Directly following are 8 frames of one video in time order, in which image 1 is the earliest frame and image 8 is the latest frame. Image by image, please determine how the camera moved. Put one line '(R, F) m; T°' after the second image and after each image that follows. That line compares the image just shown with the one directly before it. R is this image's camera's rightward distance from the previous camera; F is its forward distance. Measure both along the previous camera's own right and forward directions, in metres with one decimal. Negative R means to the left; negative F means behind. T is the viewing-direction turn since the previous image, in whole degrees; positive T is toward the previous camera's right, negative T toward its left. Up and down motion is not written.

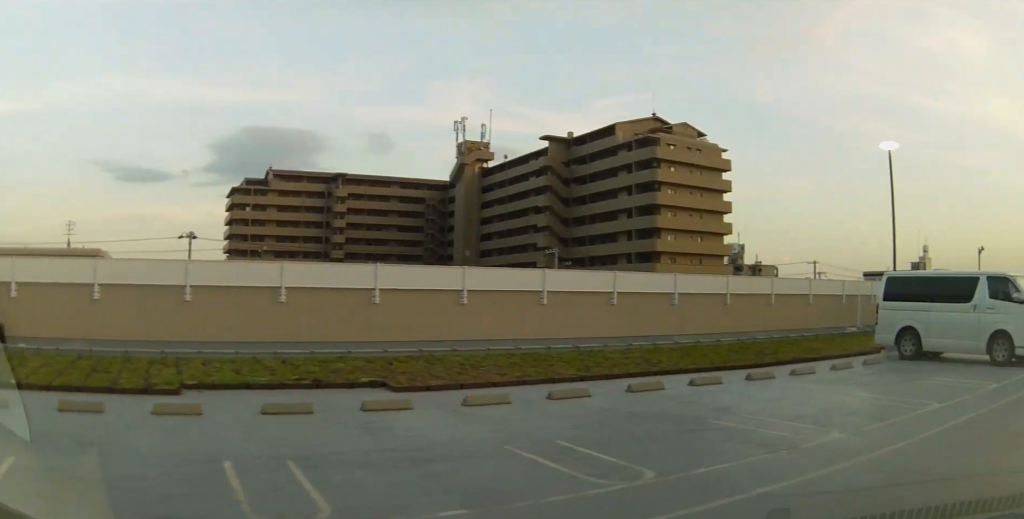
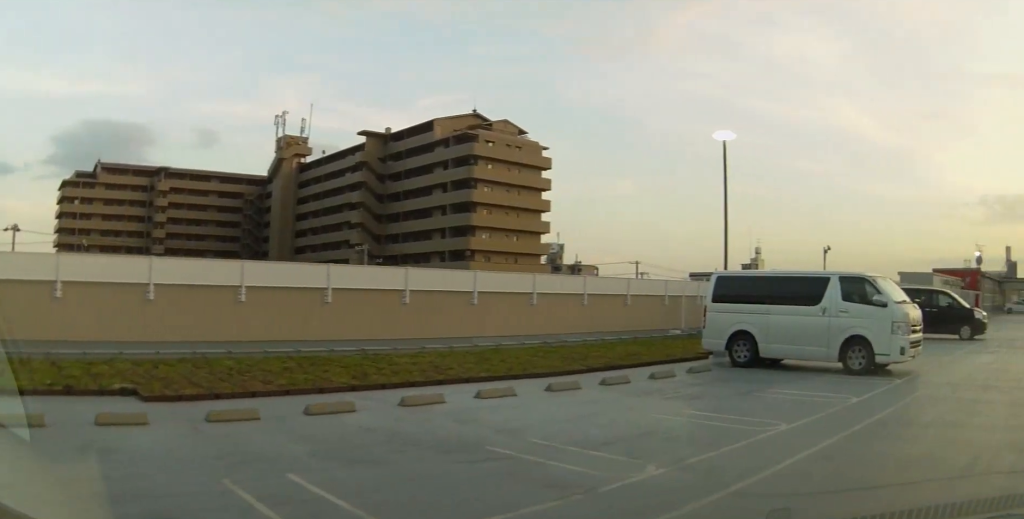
(+0.3, +1.5) m; +15°
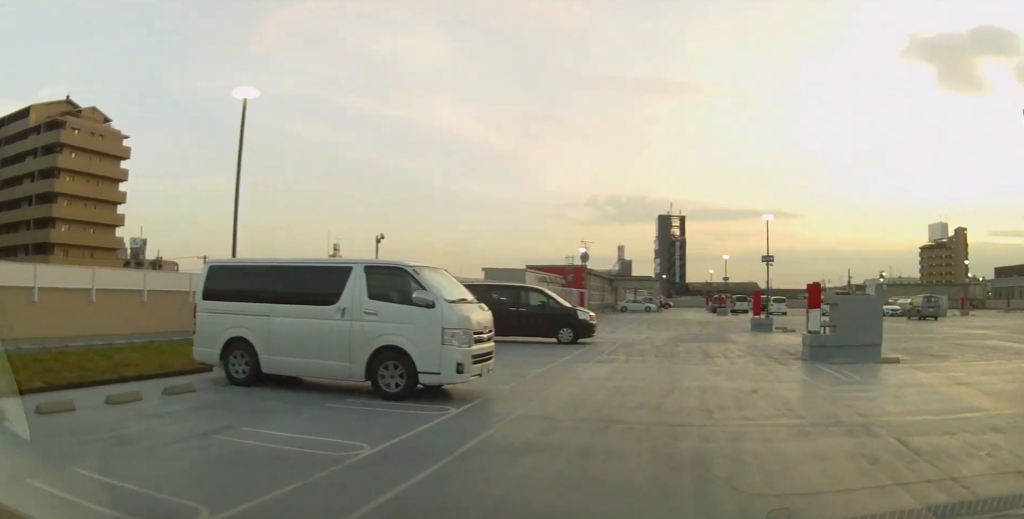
(+1.0, +3.6) m; +34°
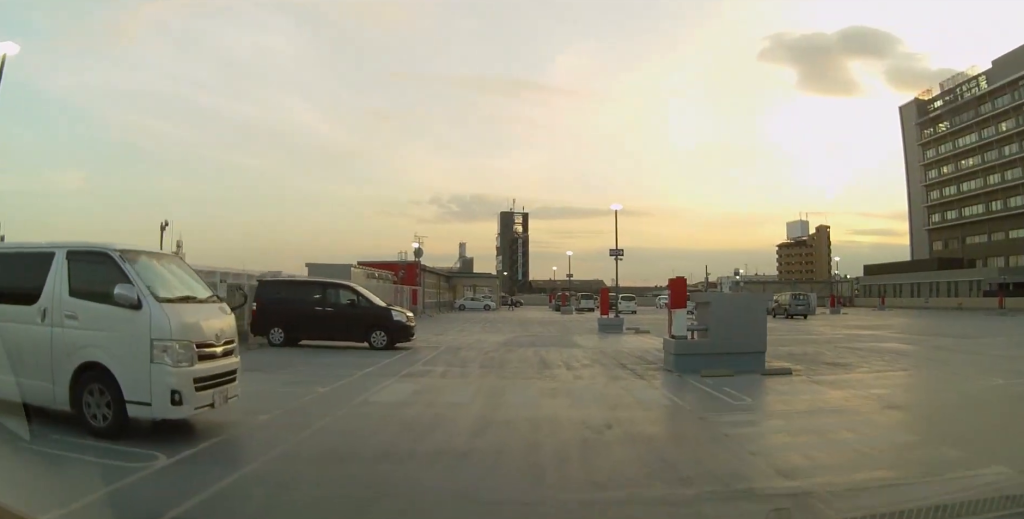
(+0.8, +3.2) m; +15°
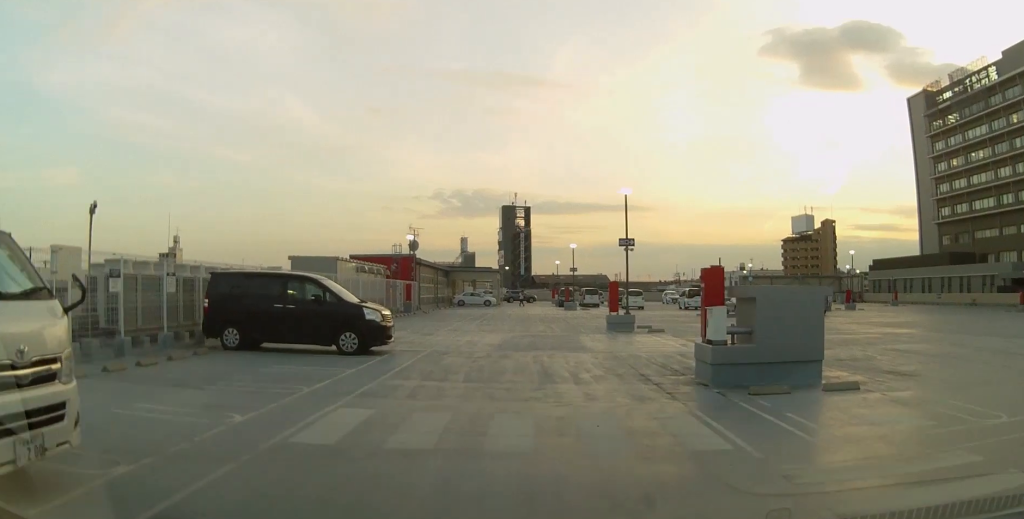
(+0.1, +3.1) m; -1°
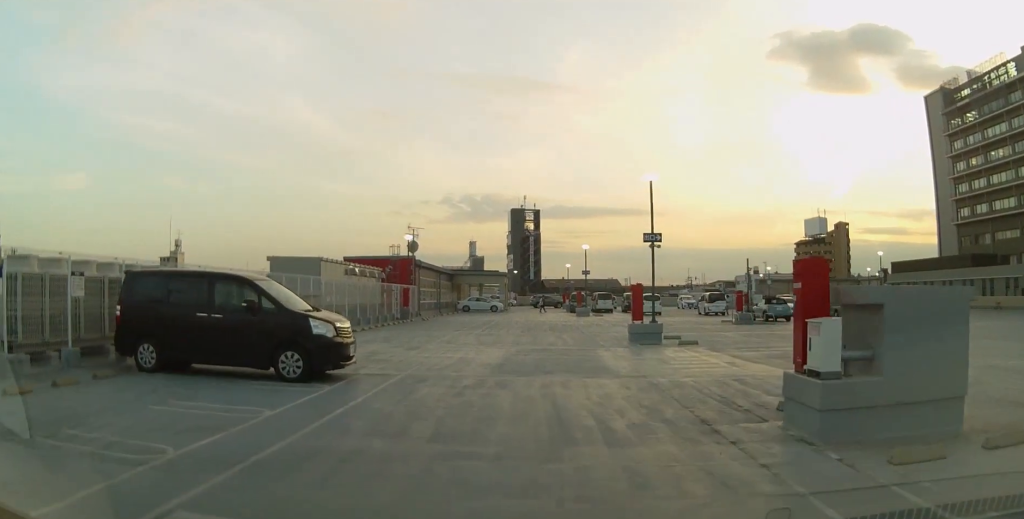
(-0.3, +4.1) m; -7°
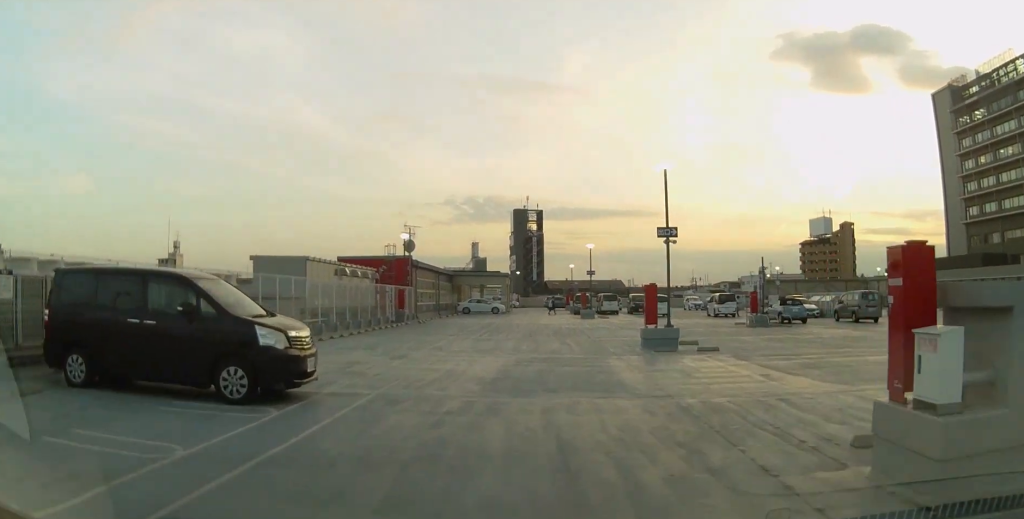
(-0.2, +2.3) m; +1°
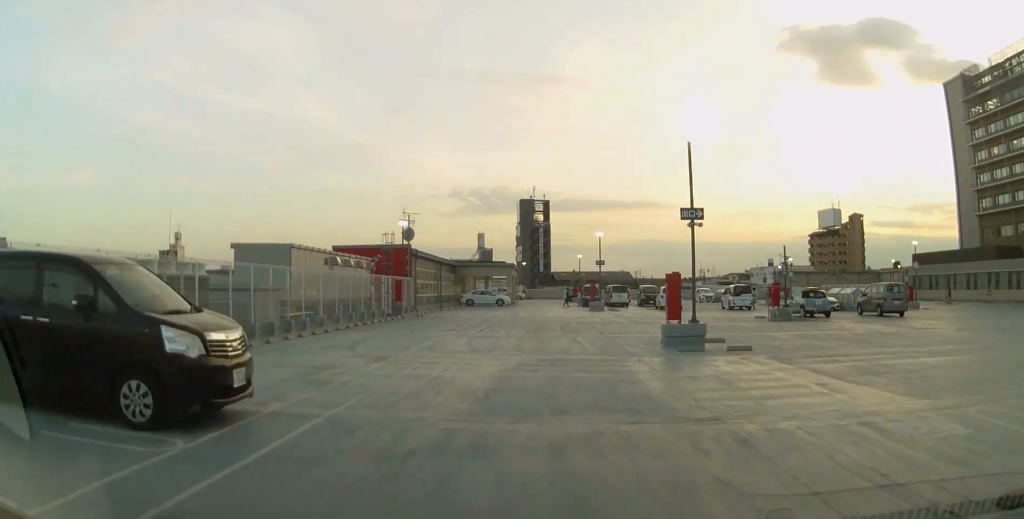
(+0.1, +2.6) m; +1°
